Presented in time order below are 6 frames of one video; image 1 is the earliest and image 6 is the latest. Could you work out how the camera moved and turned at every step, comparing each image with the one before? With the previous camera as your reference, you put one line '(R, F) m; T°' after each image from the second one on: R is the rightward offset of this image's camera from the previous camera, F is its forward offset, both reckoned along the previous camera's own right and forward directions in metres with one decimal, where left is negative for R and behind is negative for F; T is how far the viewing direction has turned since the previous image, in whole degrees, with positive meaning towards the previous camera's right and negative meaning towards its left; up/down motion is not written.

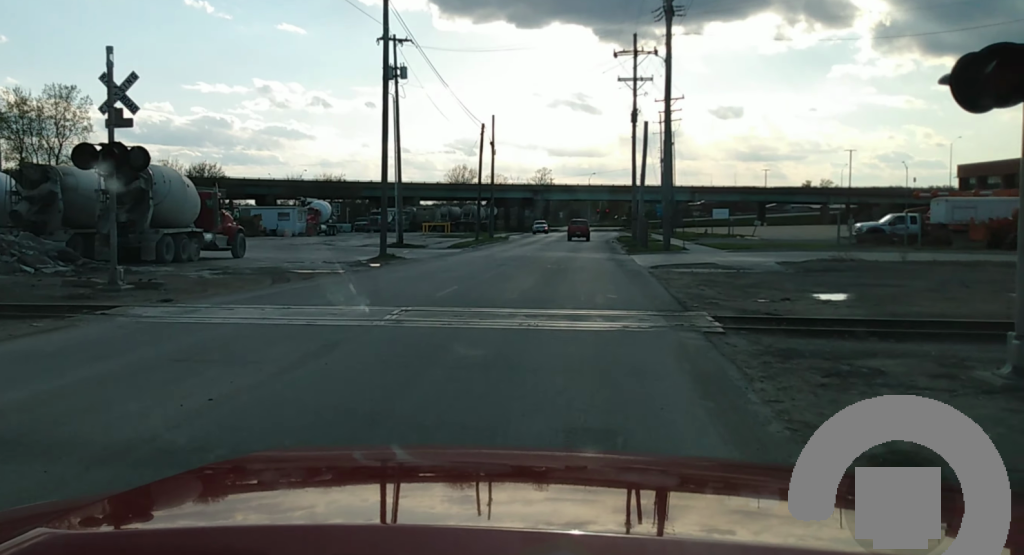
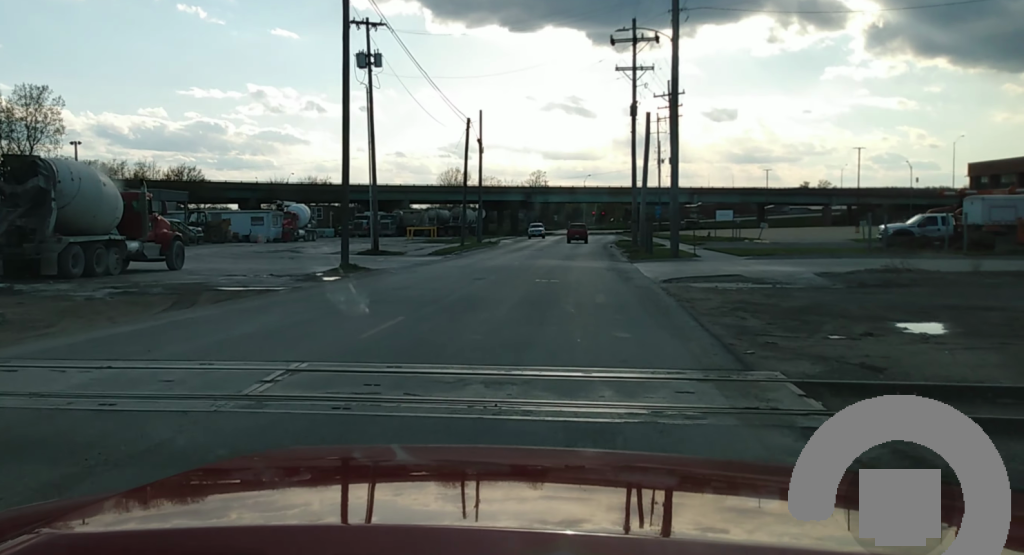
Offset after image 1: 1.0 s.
(+0.1, +5.9) m; +1°
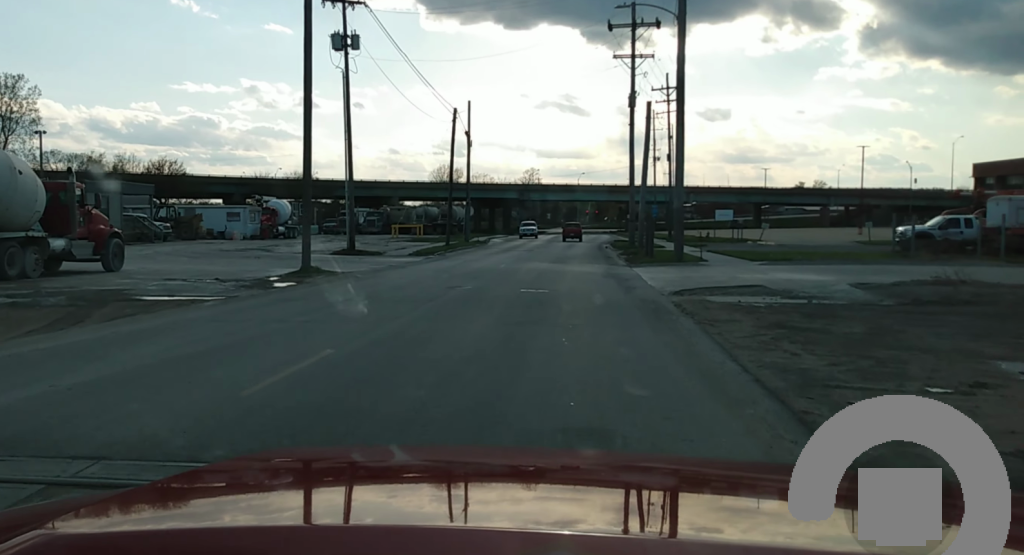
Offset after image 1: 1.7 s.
(0.0, +4.2) m; 0°
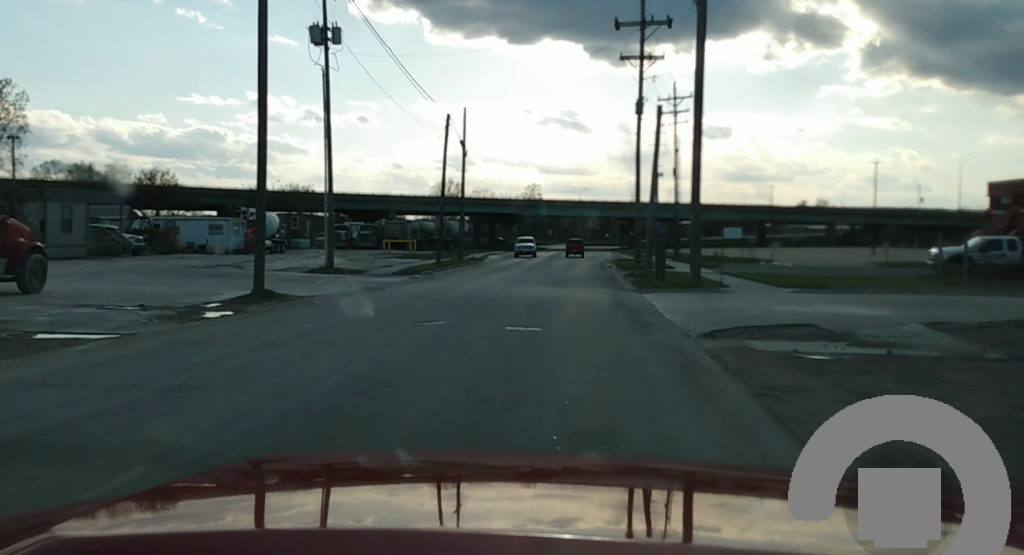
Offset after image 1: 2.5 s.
(0.0, +4.9) m; 0°
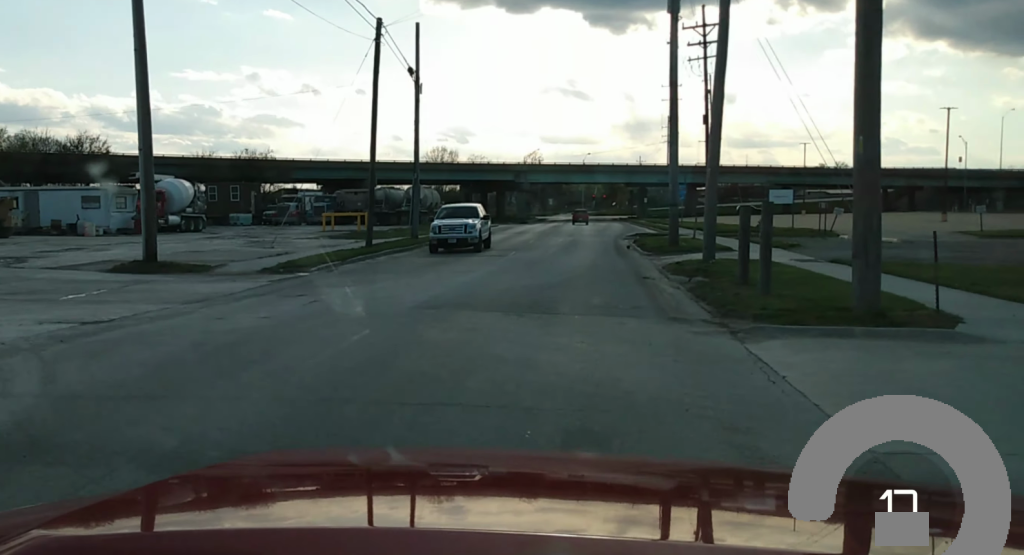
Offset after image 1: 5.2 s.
(+0.2, +19.1) m; +2°
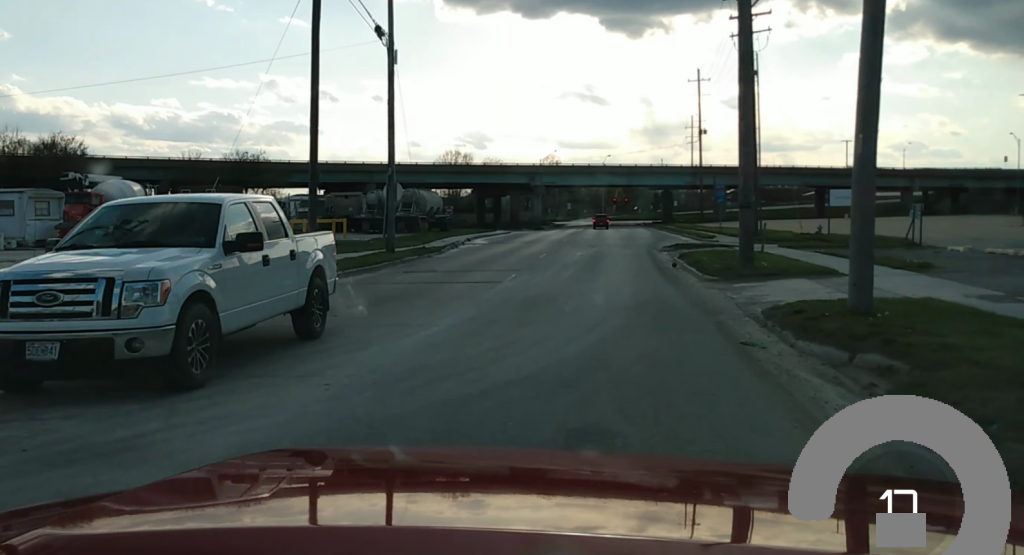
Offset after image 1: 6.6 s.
(0.0, +10.8) m; -1°
